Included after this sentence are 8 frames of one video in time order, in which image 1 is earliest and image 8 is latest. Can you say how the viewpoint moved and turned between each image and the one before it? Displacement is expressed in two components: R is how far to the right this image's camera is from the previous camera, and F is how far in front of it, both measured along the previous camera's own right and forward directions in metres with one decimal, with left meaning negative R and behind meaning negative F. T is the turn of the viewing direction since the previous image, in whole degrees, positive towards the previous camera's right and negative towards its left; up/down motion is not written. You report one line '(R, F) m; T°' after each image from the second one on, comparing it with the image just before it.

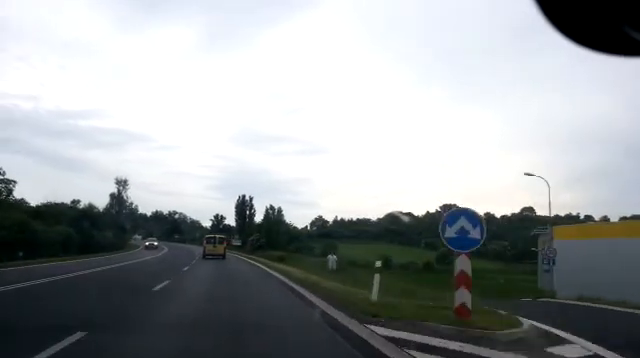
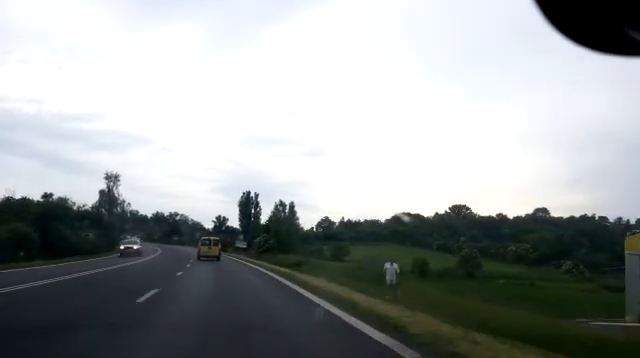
(-0.3, +11.4) m; -1°
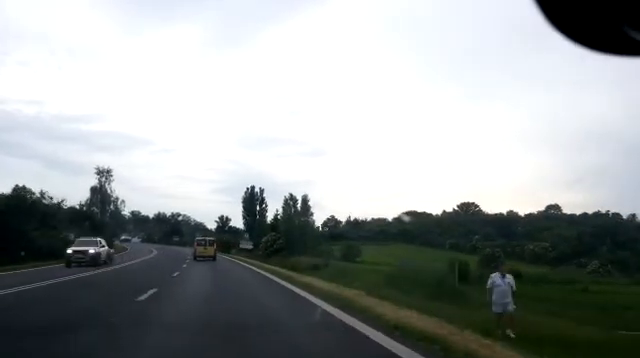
(0.0, +8.3) m; 0°
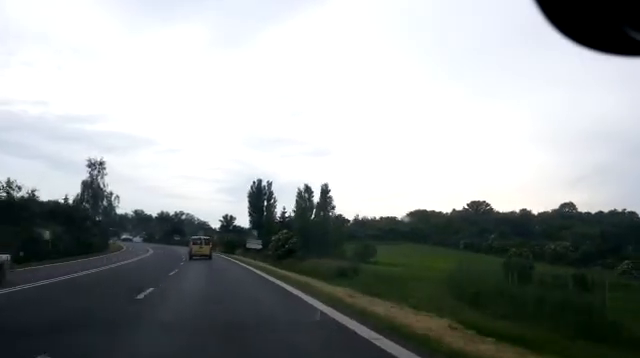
(+0.1, +8.4) m; 0°
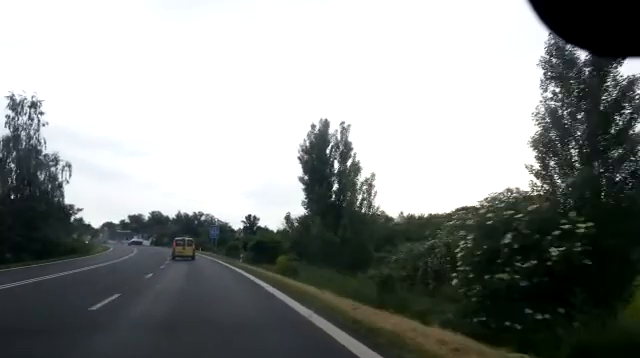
(-1.5, +37.9) m; -5°
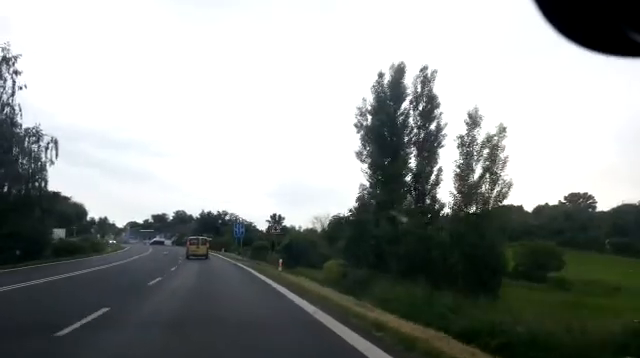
(-0.1, +11.7) m; -2°
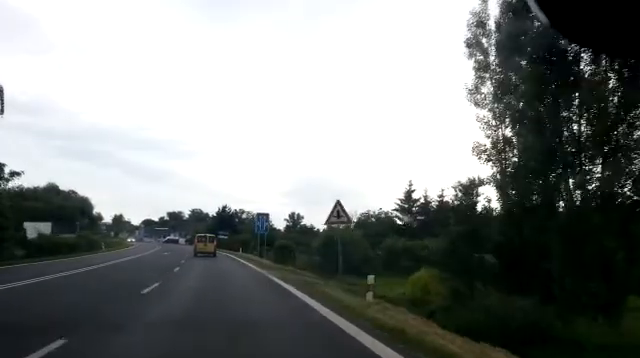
(-0.3, +12.3) m; -1°
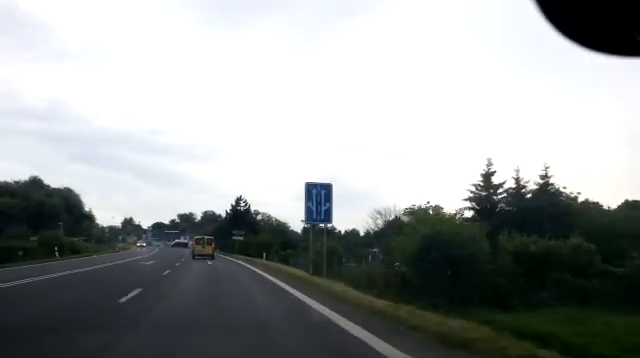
(-0.2, +19.7) m; -2°
